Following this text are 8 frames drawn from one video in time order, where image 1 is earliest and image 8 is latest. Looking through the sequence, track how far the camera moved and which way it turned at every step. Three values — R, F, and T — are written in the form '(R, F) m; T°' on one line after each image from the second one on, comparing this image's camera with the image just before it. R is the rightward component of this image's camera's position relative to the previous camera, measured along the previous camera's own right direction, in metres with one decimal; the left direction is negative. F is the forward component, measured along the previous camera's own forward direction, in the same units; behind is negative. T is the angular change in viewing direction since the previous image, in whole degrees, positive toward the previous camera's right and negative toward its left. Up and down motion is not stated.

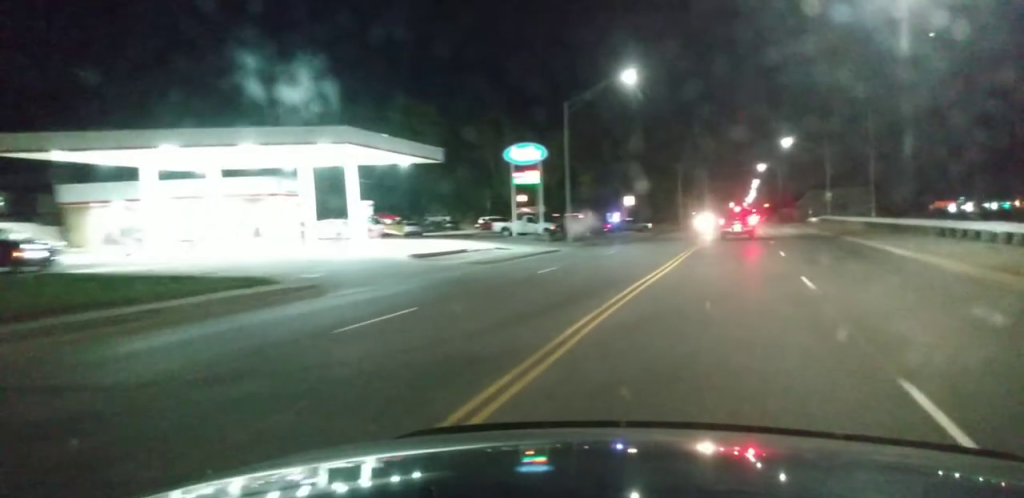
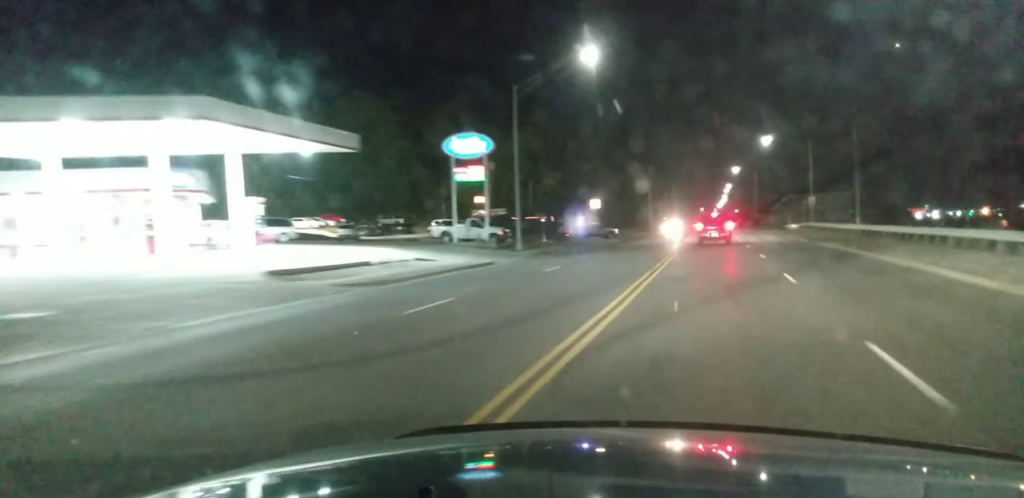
(+0.6, +9.2) m; +2°
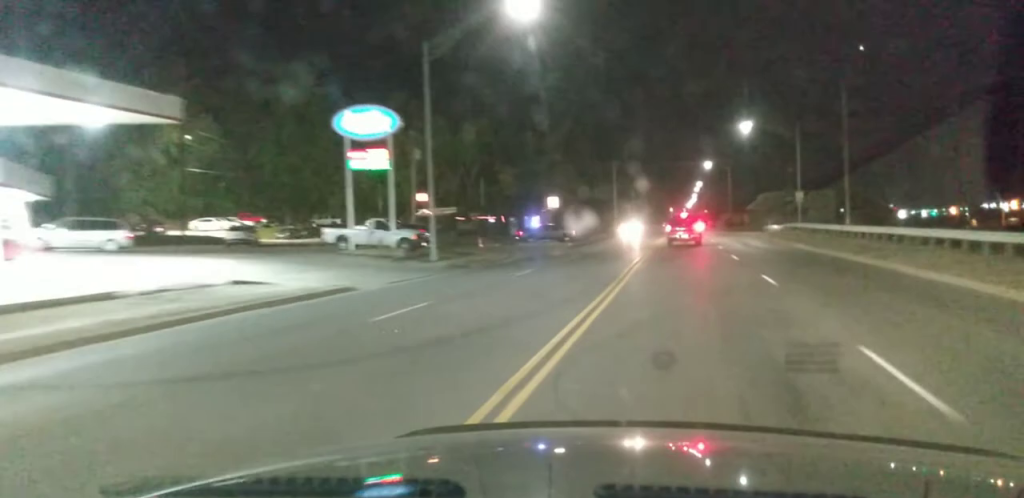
(-0.2, +13.2) m; -2°
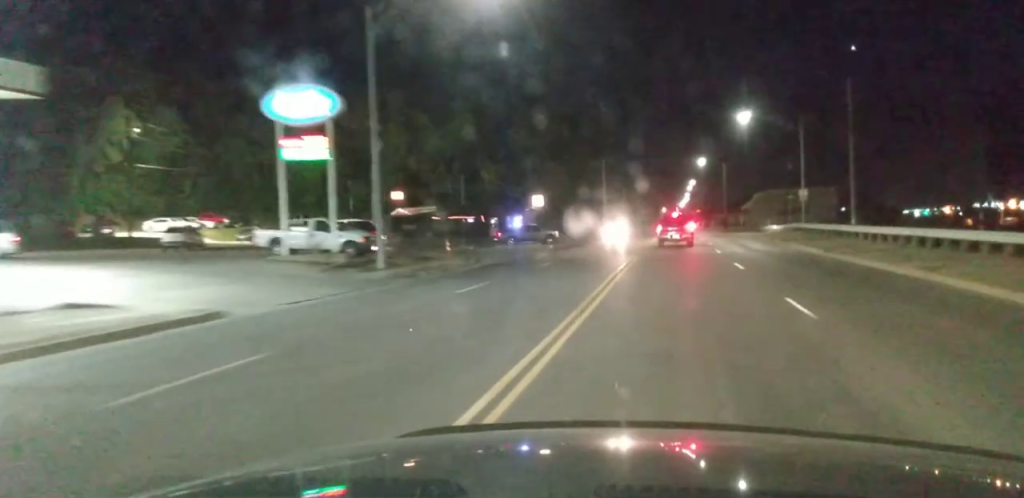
(0.0, +5.8) m; 0°
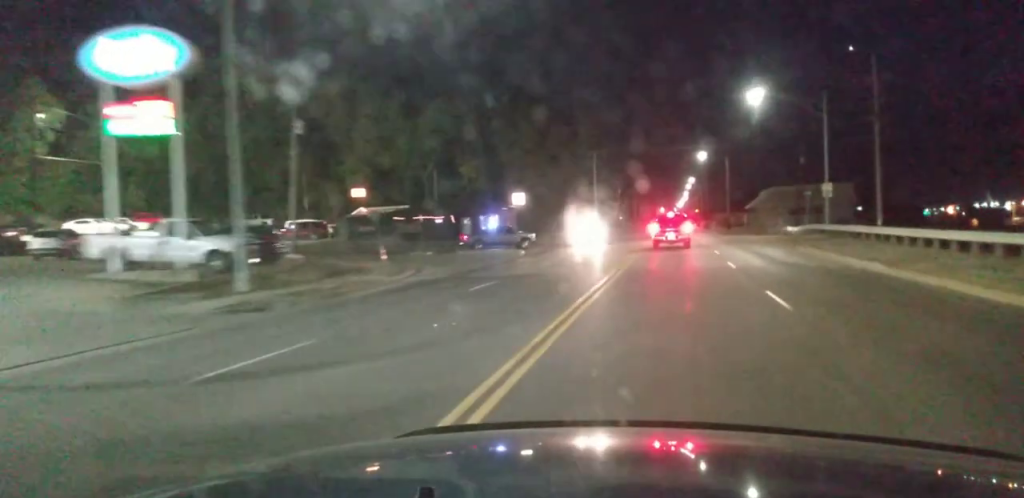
(+0.1, +11.0) m; -1°
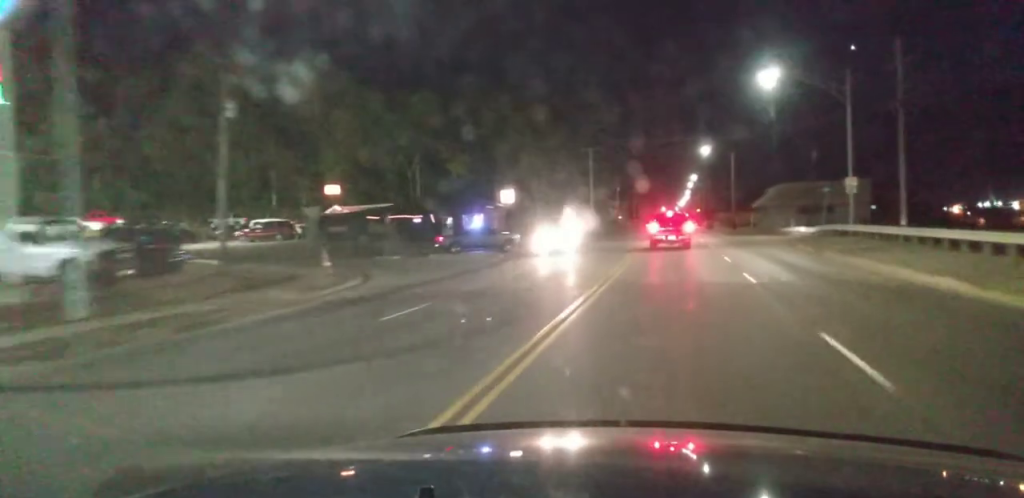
(-0.1, +6.4) m; -1°
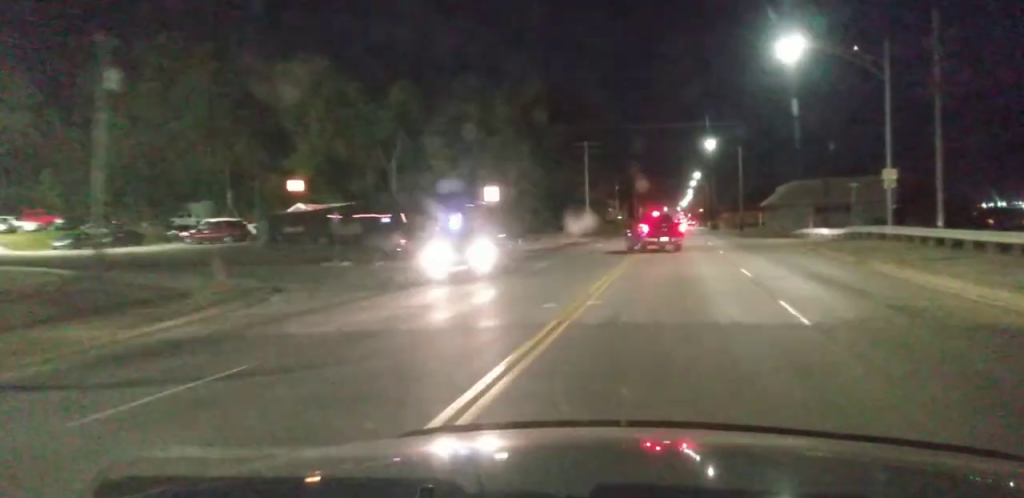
(-0.2, +8.4) m; -1°
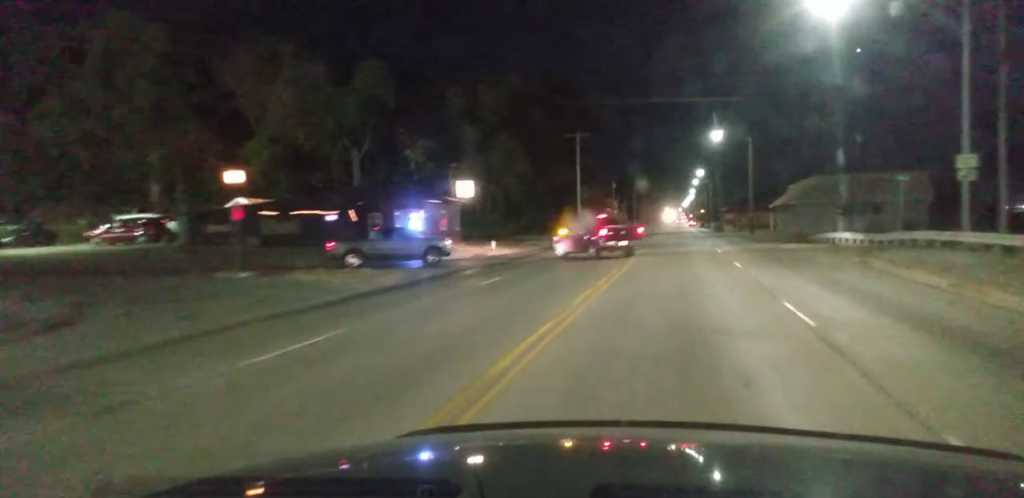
(0.0, +11.7) m; +1°
